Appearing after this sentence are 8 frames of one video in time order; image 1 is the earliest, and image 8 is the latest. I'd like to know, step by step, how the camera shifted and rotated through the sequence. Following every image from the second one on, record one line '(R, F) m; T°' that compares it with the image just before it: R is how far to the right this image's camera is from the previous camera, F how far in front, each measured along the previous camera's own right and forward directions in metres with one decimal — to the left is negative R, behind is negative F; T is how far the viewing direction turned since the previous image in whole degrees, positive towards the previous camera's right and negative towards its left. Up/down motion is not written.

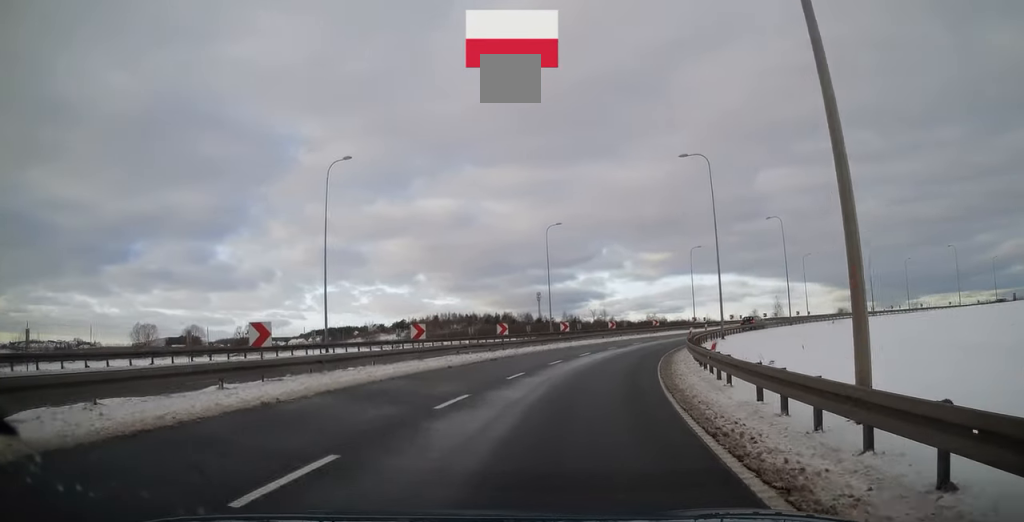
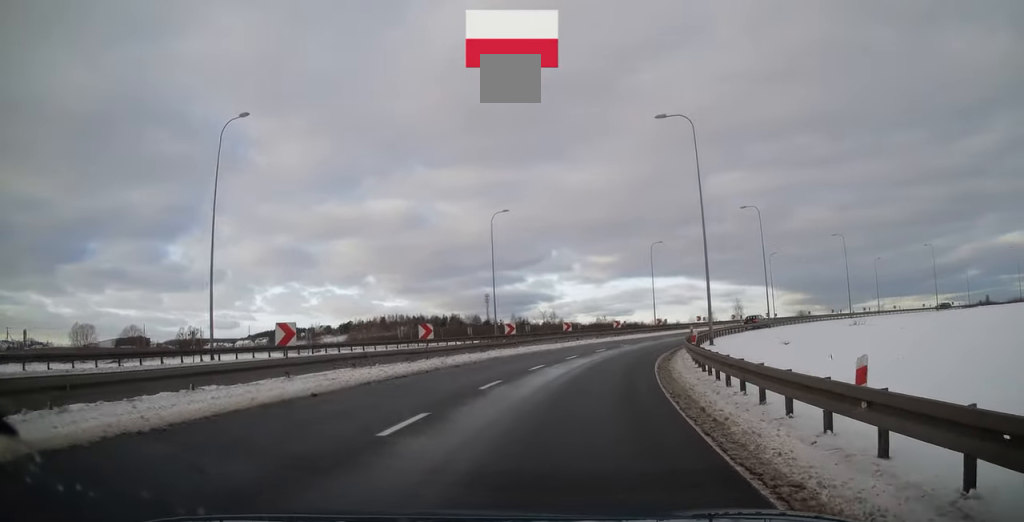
(+0.5, +8.5) m; +5°
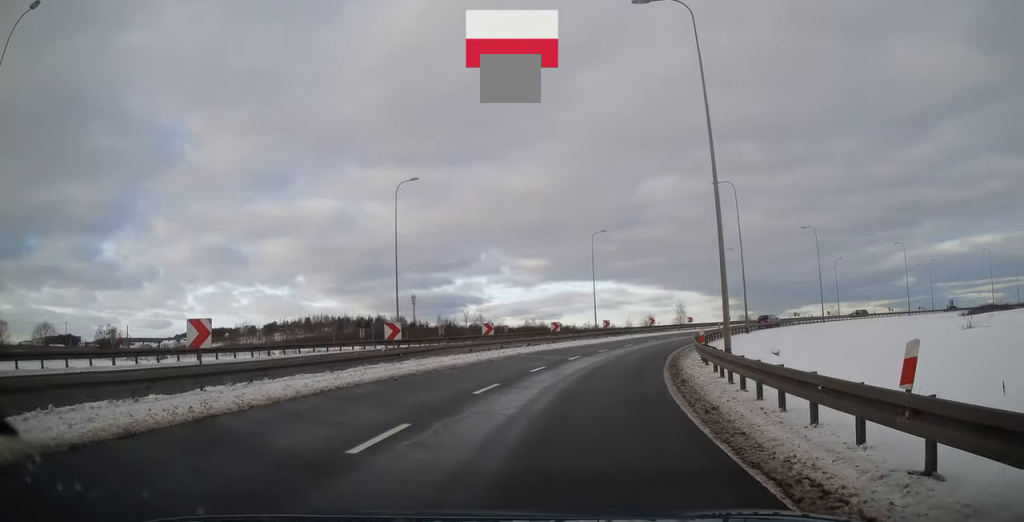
(+0.8, +13.2) m; +7°
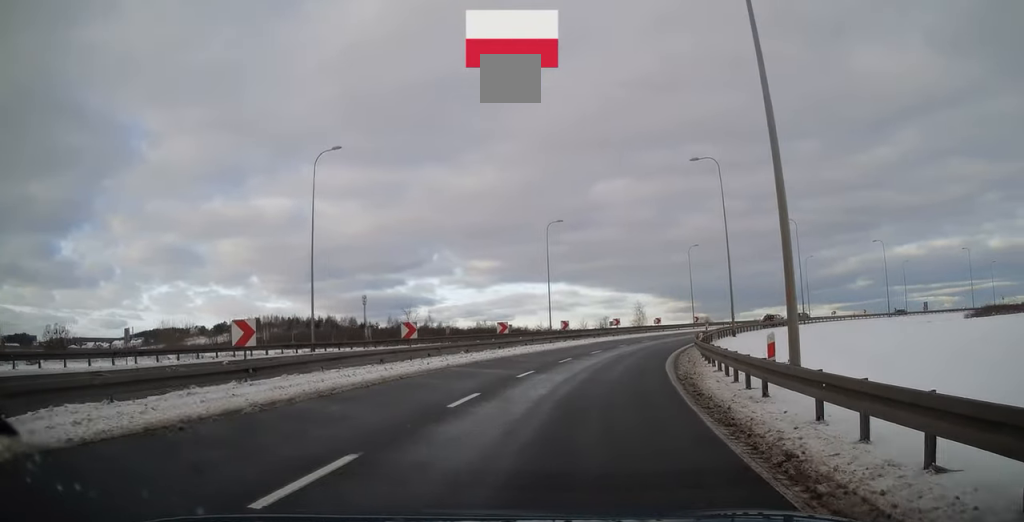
(+0.1, +8.2) m; +4°
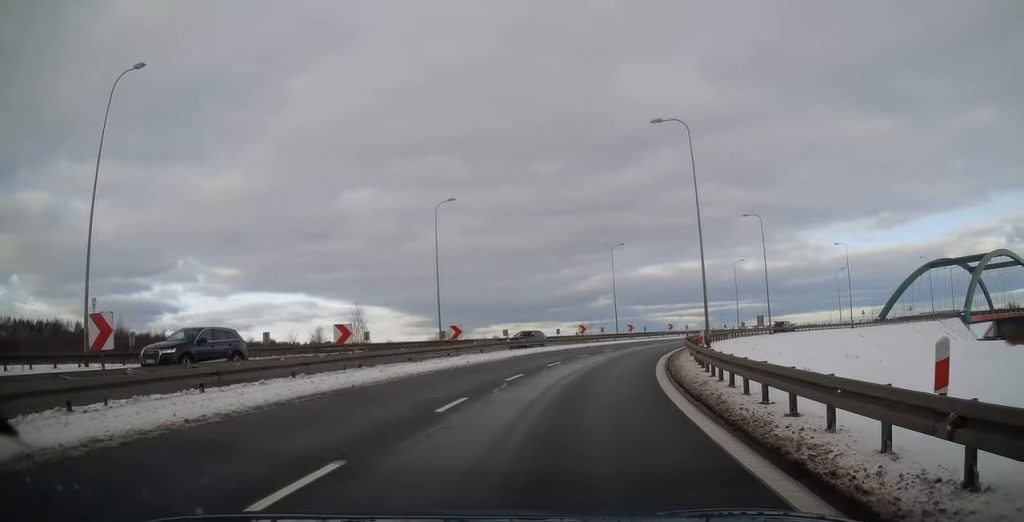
(+8.7, +41.4) m; +25°
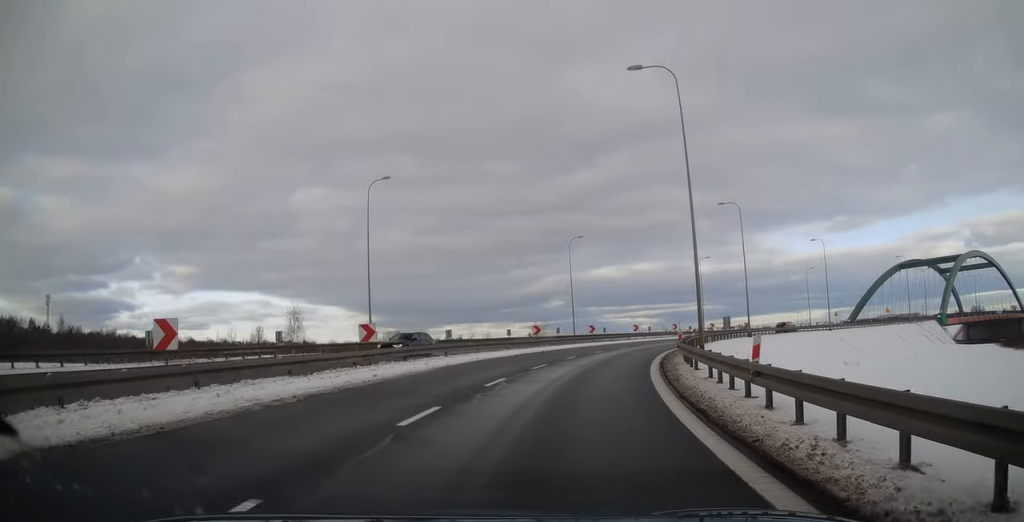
(+0.5, +7.5) m; +4°
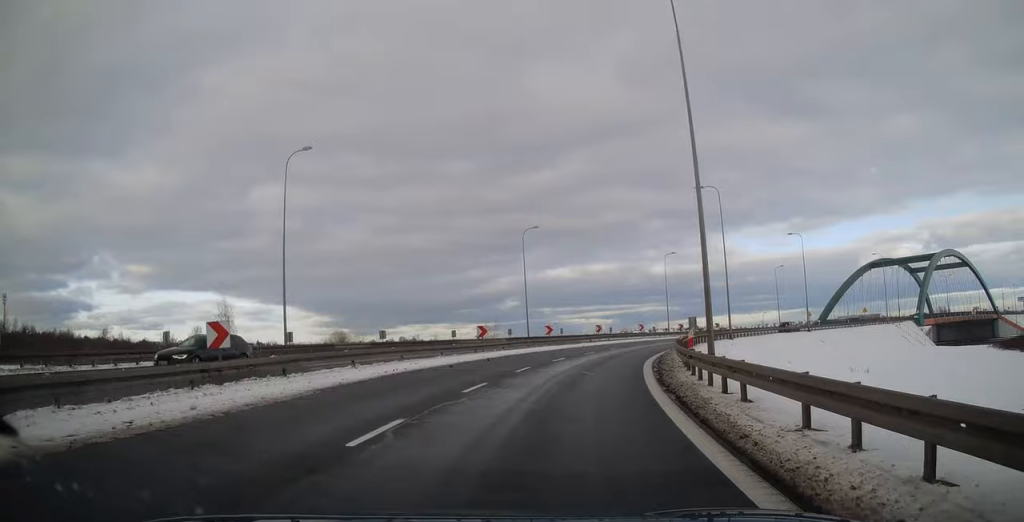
(+0.1, +7.5) m; +4°
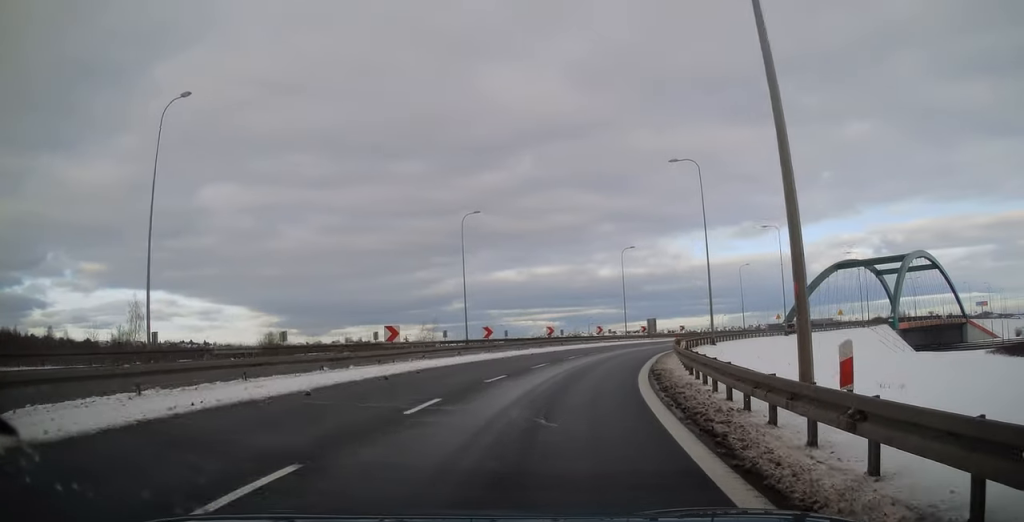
(+0.5, +9.1) m; +5°
